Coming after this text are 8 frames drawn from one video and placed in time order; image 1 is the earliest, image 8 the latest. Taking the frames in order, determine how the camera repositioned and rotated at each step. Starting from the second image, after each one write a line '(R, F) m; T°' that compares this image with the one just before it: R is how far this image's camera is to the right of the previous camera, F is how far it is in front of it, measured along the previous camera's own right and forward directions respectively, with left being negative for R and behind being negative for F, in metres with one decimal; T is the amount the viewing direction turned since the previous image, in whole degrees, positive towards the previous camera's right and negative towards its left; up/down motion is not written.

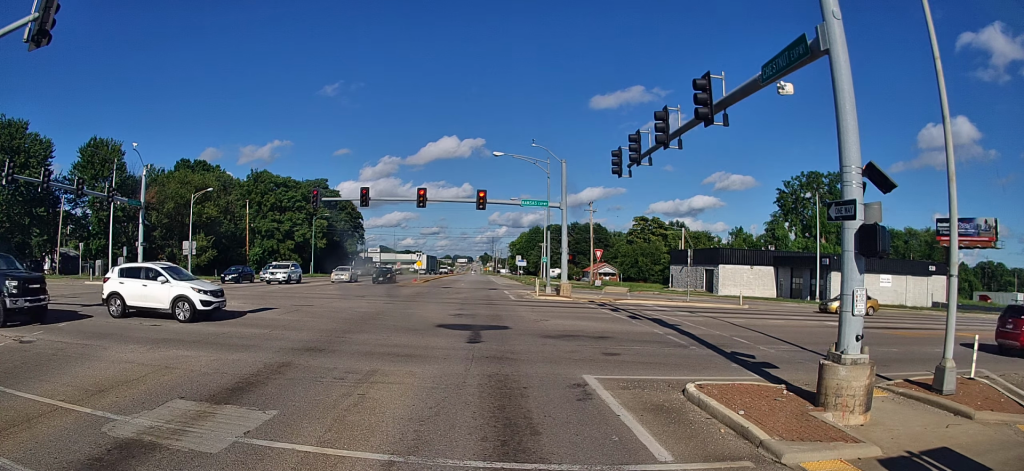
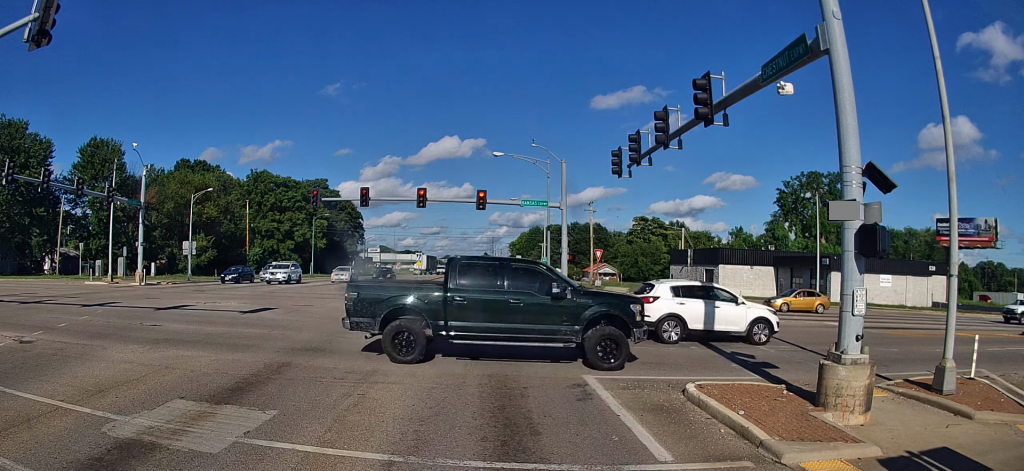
(0.0, 0.0) m; 0°
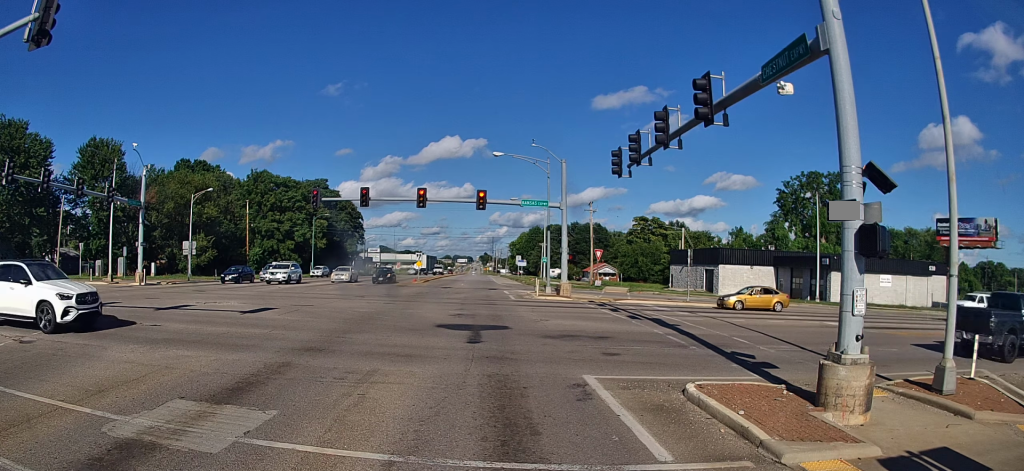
(0.0, 0.0) m; 0°
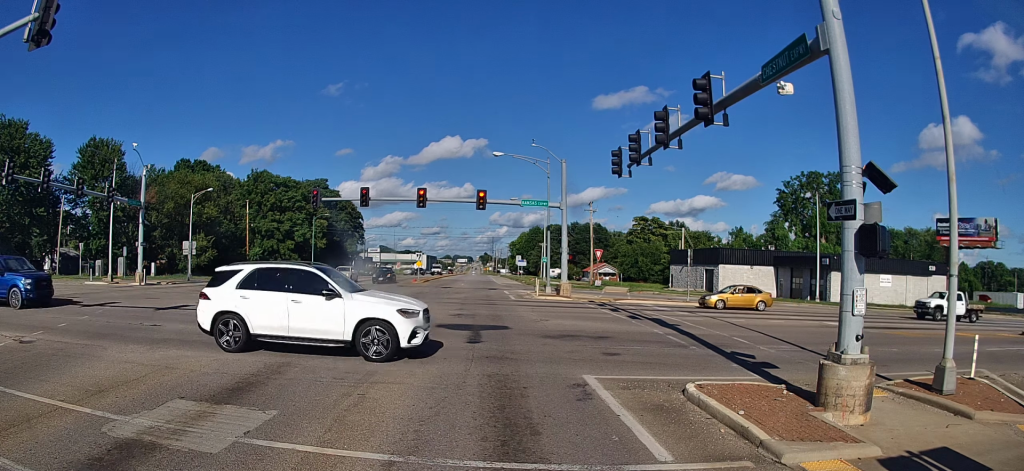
(0.0, 0.0) m; 0°
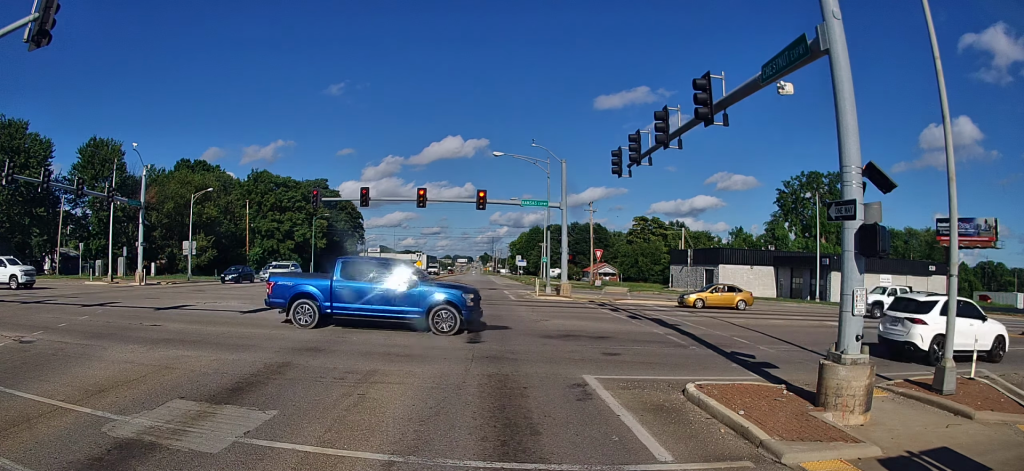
(0.0, 0.0) m; 0°
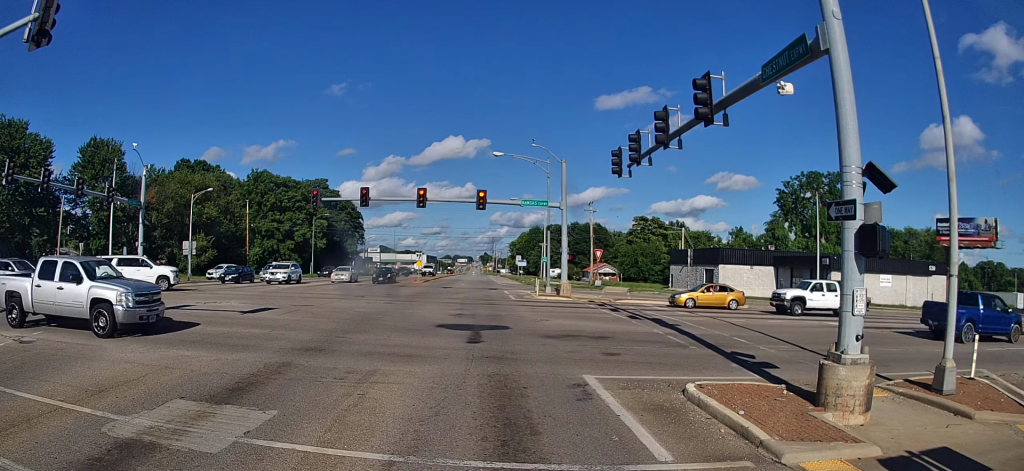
(0.0, 0.0) m; 0°
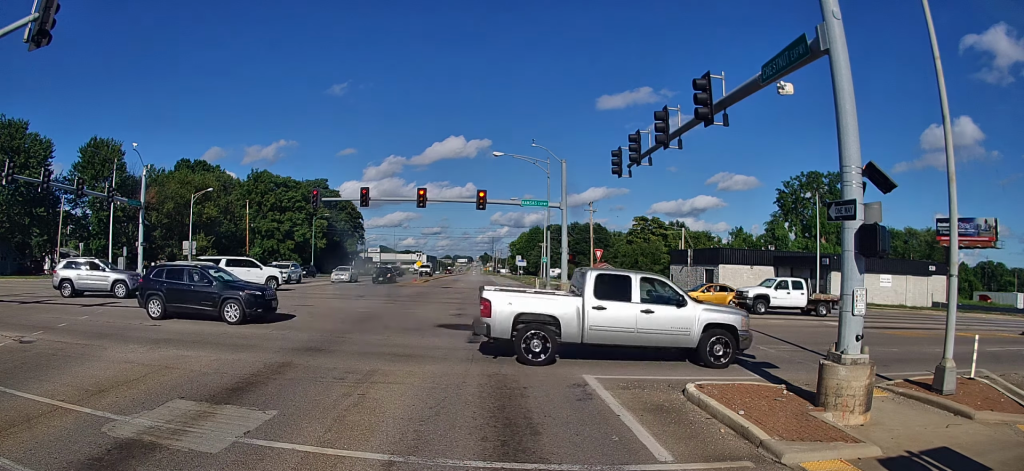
(0.0, 0.0) m; 0°
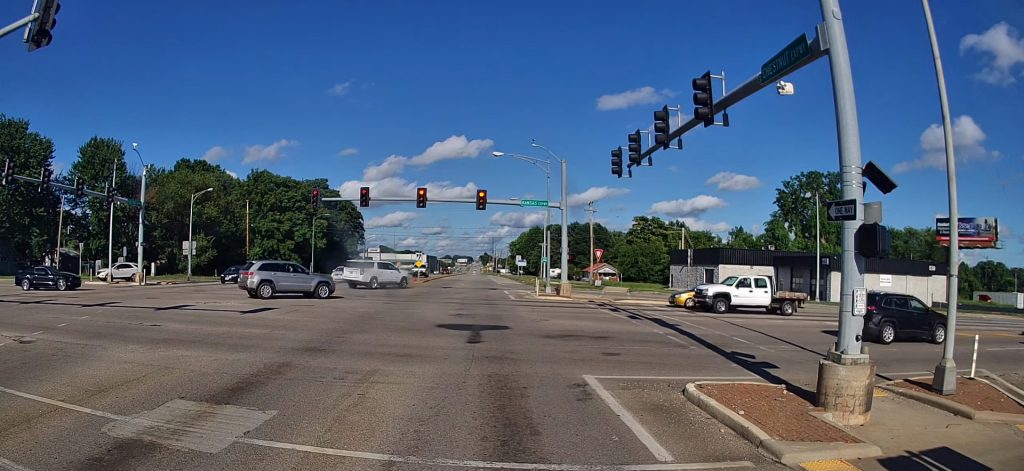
(0.0, 0.0) m; 0°
